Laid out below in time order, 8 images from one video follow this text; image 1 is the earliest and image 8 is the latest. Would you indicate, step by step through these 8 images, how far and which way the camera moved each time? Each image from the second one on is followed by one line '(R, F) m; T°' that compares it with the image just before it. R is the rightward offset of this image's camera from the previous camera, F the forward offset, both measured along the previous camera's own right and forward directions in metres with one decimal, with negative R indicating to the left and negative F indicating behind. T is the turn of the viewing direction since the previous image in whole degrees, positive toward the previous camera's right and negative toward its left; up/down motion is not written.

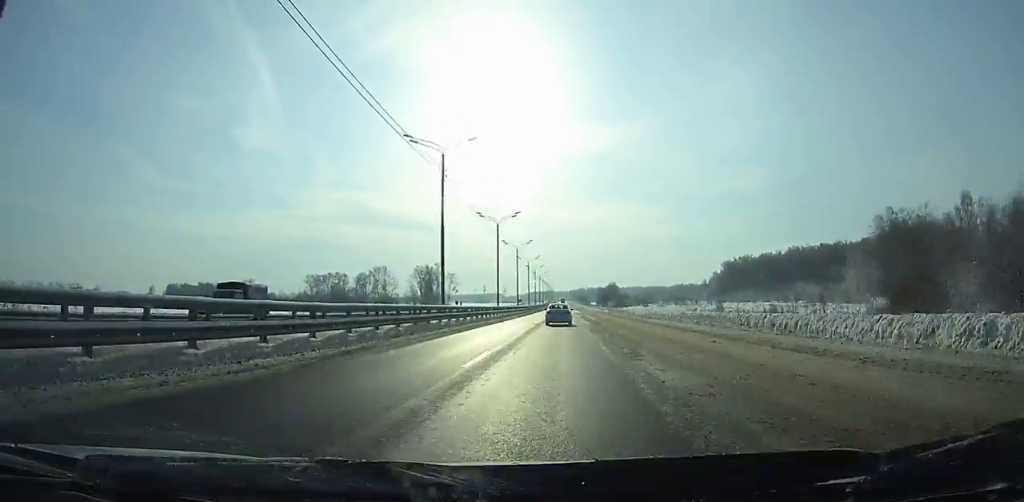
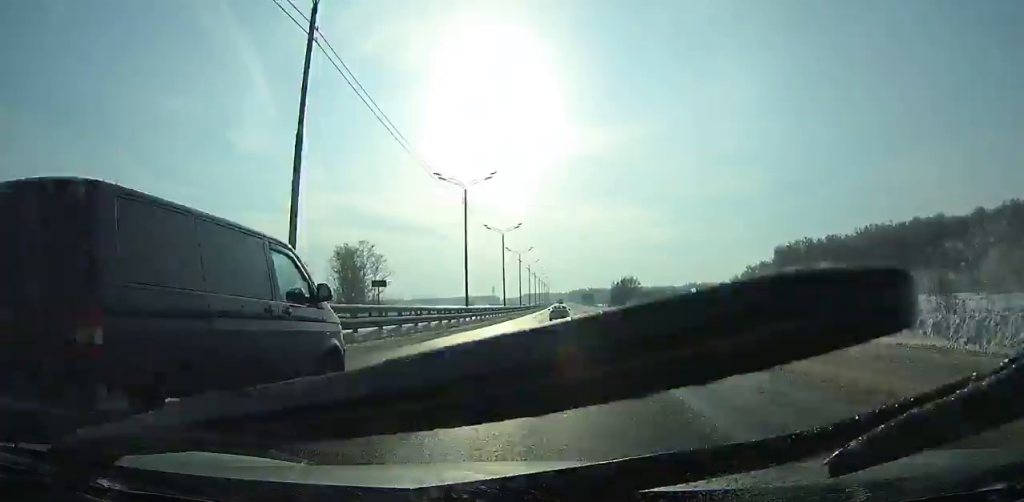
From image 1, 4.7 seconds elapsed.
(+0.4, +98.1) m; 0°
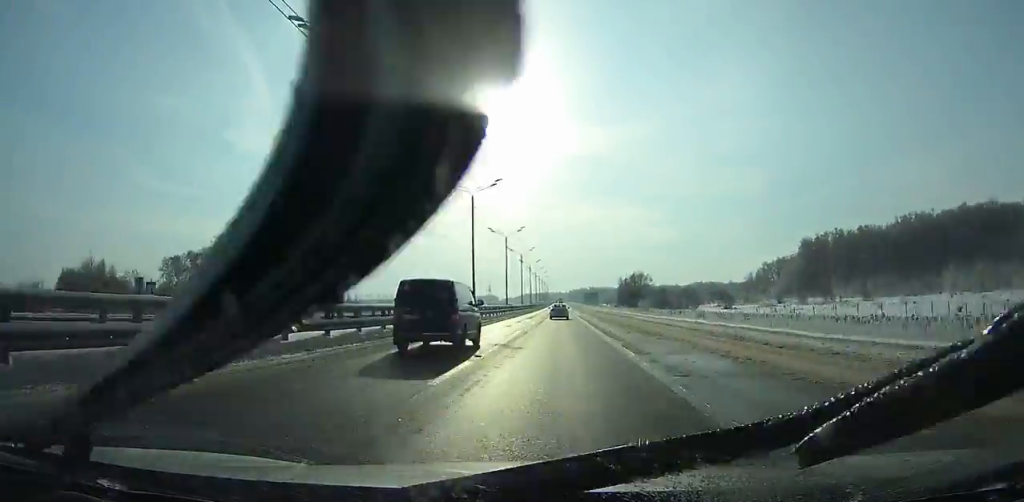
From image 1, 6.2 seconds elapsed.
(-0.1, +32.8) m; 0°
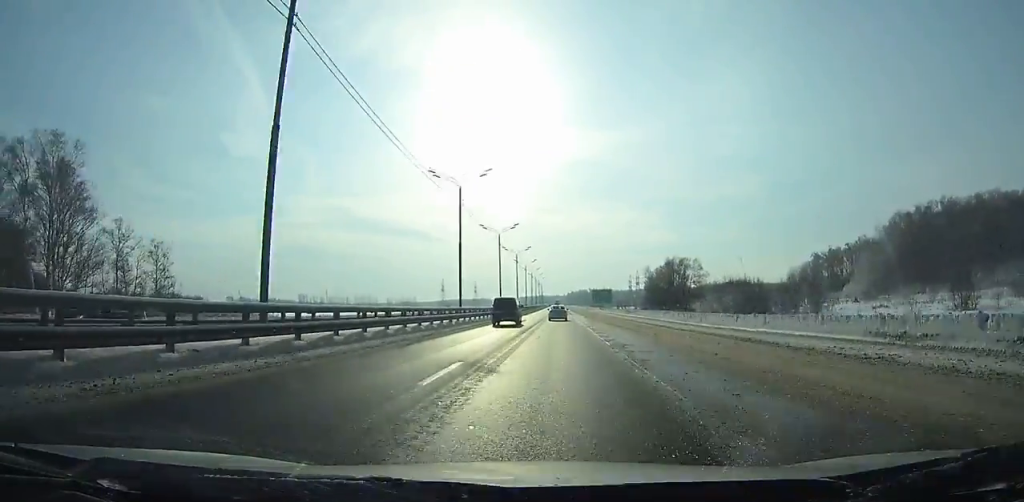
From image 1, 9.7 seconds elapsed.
(-0.1, +78.7) m; 0°
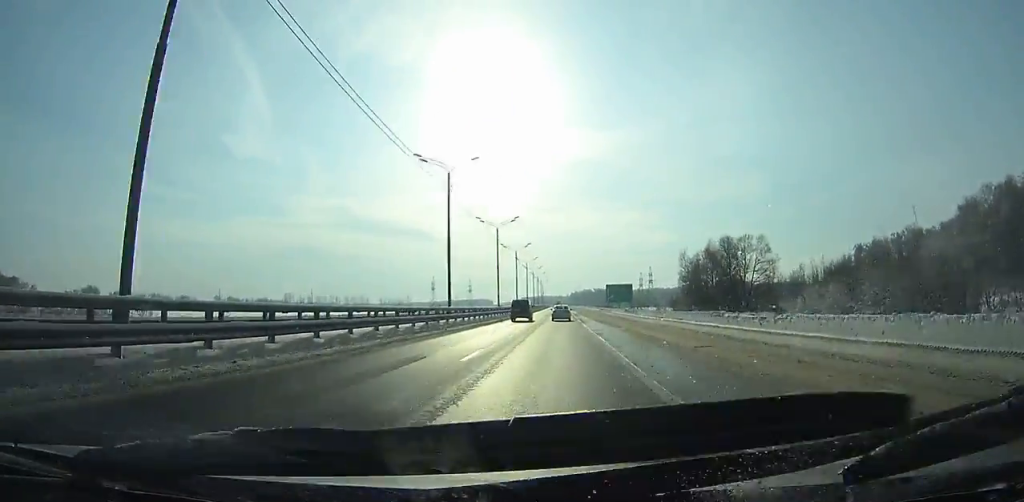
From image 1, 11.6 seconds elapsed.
(0.0, +43.8) m; 0°
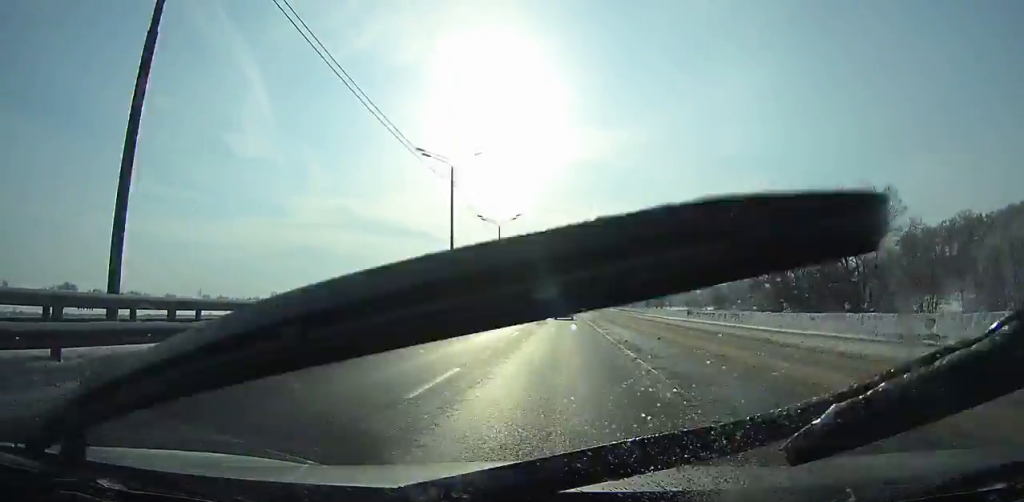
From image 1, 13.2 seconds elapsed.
(+0.1, +37.1) m; 0°
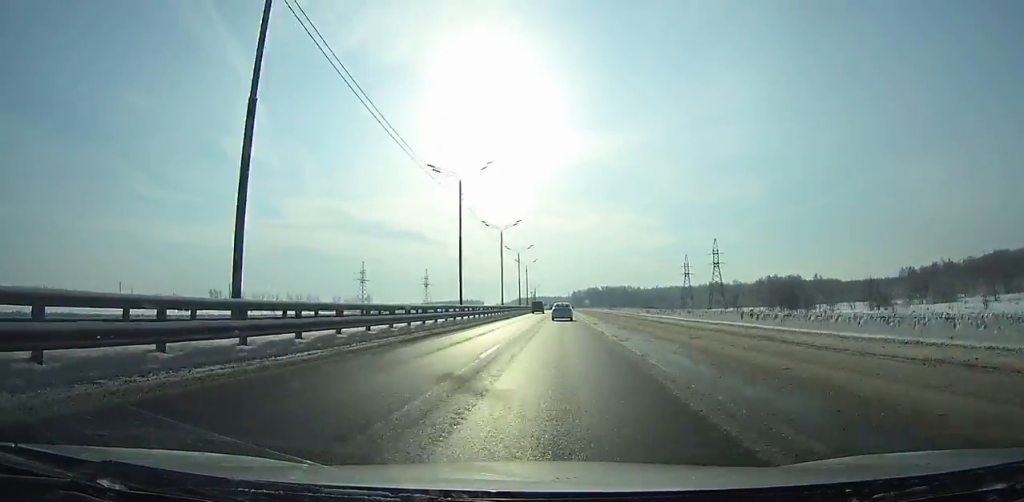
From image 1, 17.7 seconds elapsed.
(-0.3, +104.5) m; 0°
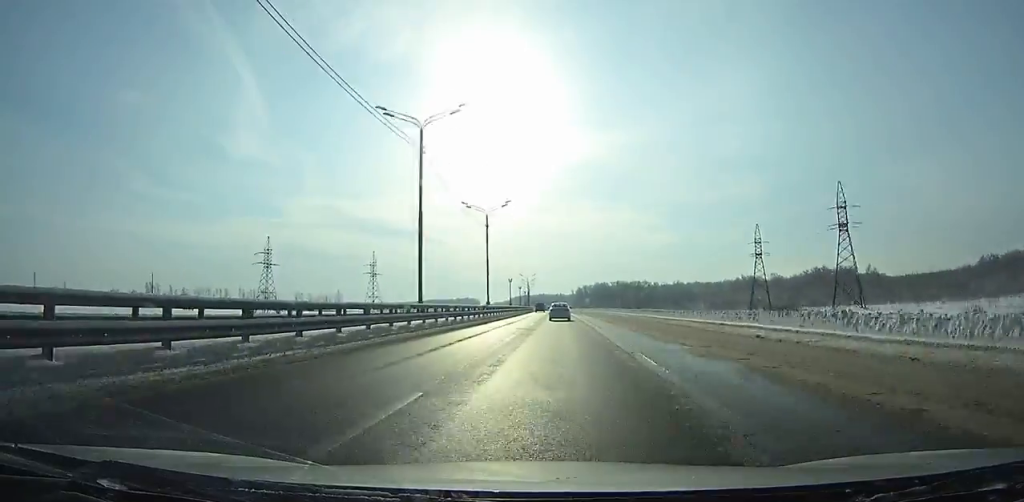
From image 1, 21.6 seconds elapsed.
(+0.1, +89.9) m; 0°
